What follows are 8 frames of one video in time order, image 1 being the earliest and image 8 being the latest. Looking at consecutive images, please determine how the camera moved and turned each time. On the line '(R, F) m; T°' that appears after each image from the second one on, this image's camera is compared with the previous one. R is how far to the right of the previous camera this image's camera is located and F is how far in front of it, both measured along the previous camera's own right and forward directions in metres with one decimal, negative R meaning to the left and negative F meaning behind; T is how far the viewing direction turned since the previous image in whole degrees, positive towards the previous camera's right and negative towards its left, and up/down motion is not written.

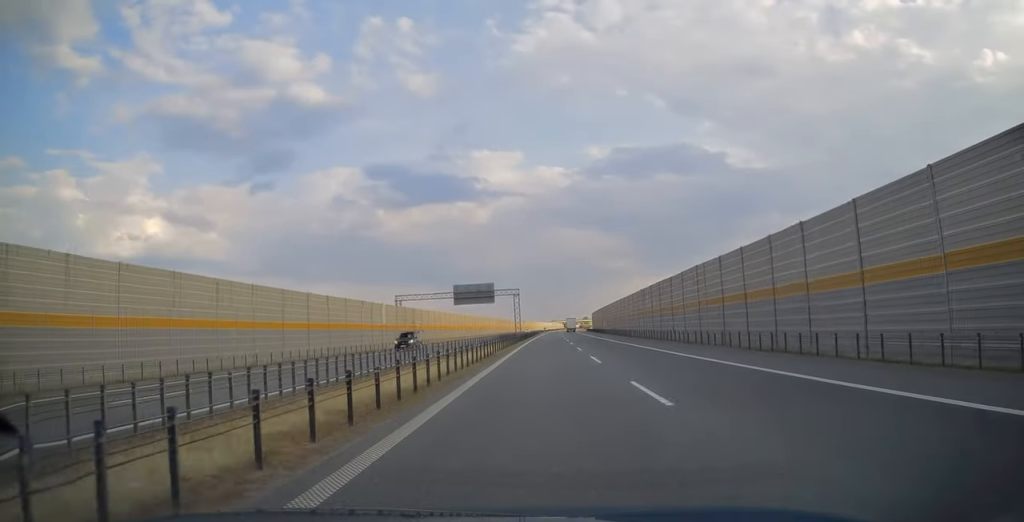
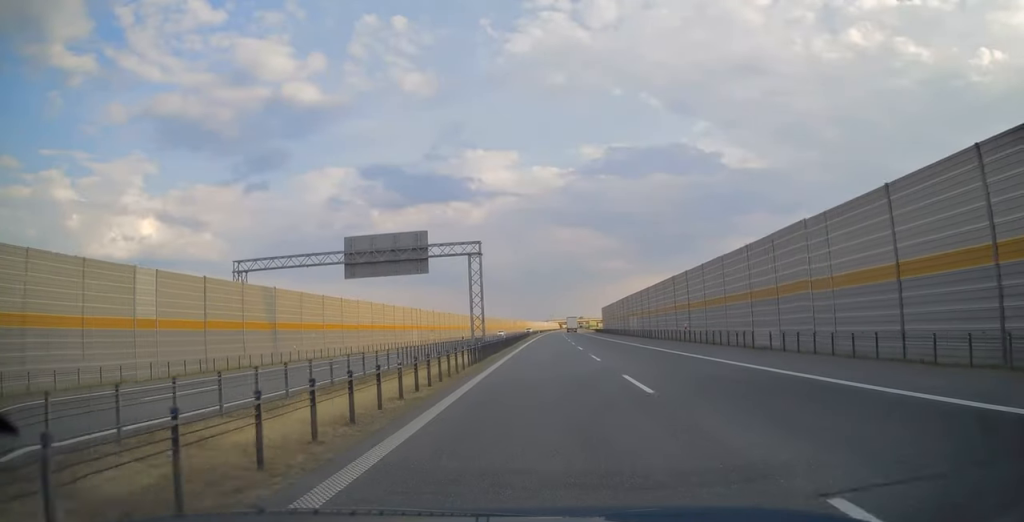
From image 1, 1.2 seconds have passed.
(+0.4, +46.3) m; +1°
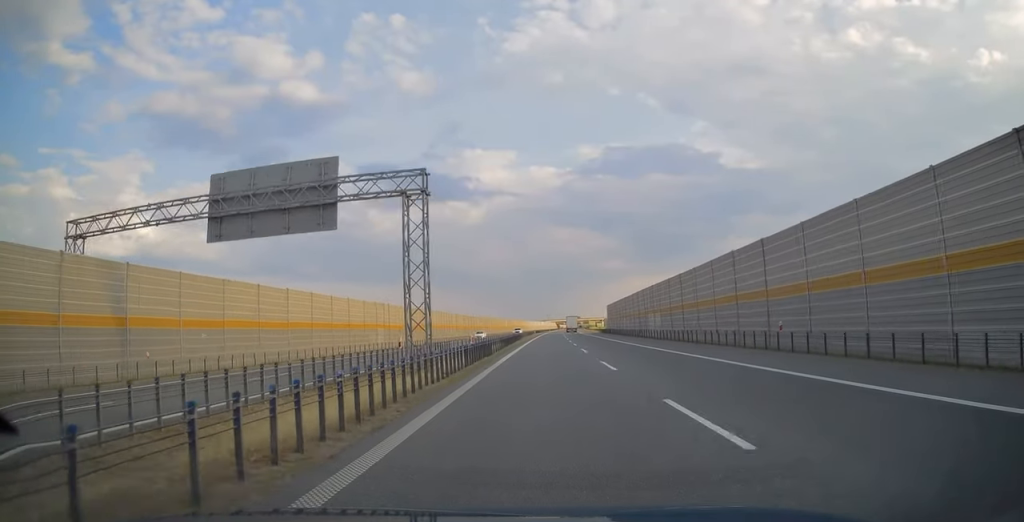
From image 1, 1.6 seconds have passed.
(0.0, +17.6) m; 0°
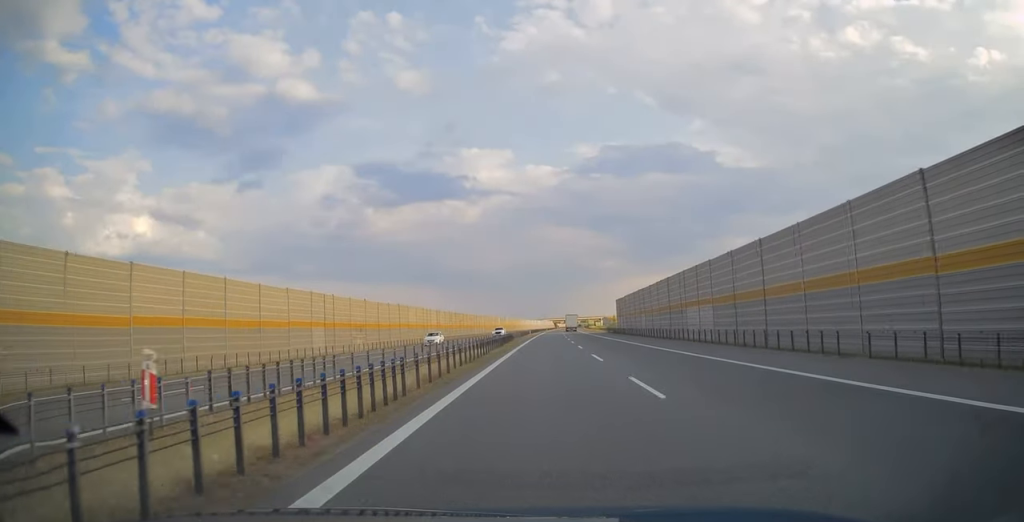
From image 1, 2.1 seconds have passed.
(+0.1, +19.6) m; 0°
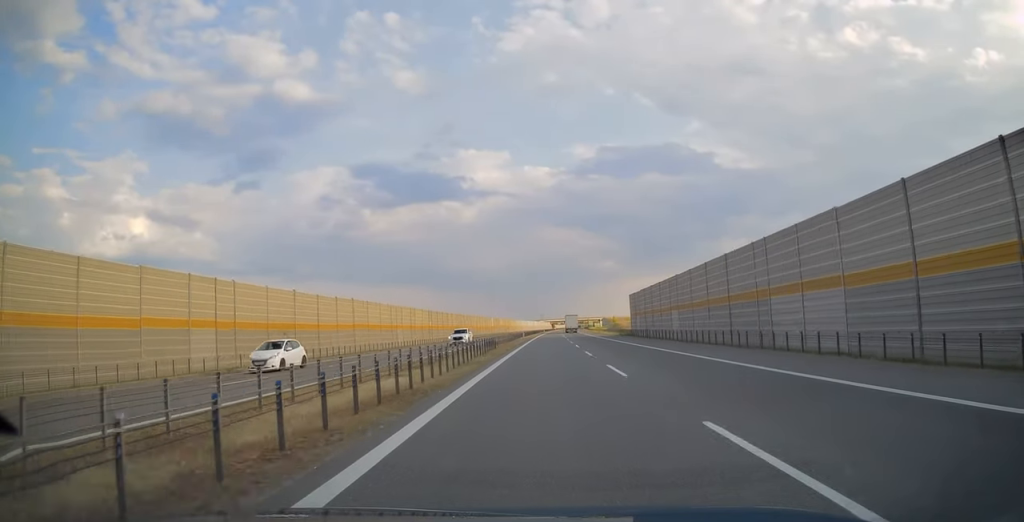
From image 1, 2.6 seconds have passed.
(0.0, +18.9) m; 0°
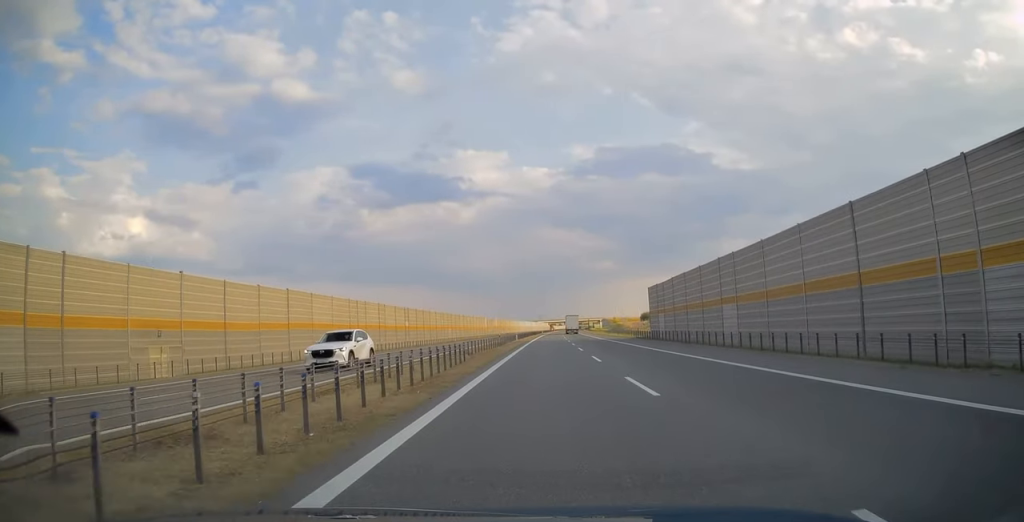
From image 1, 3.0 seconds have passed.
(0.0, +16.3) m; 0°
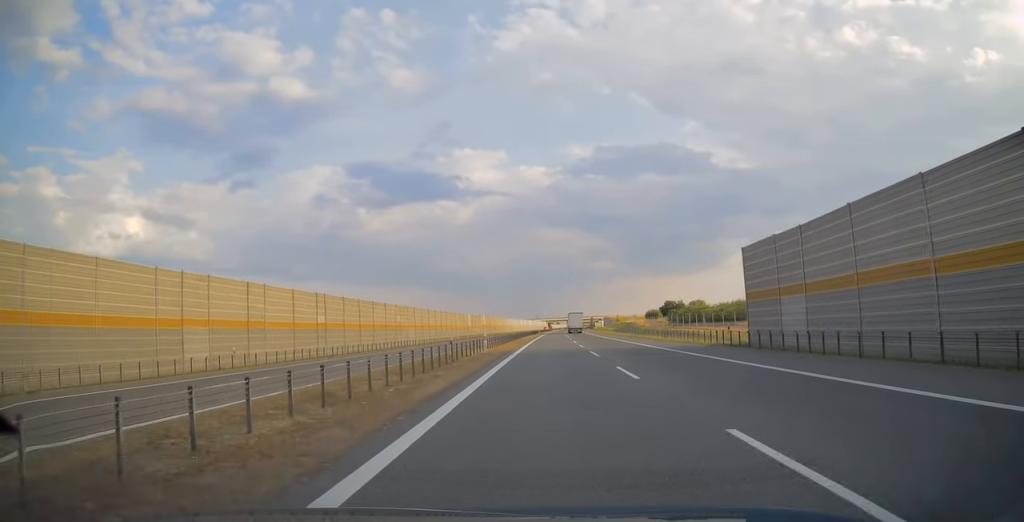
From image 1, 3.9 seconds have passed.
(+0.1, +32.6) m; 0°
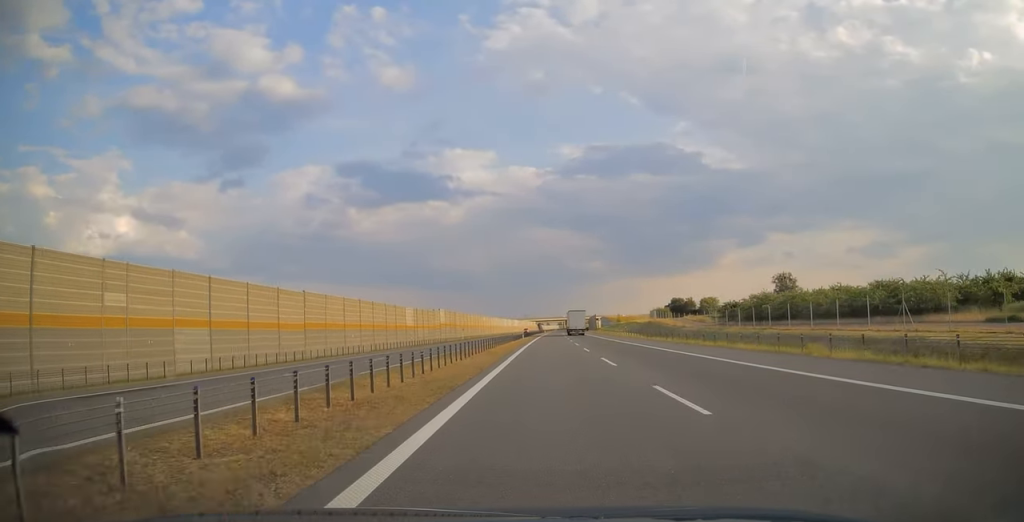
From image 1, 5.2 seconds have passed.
(+0.3, +54.1) m; +1°
